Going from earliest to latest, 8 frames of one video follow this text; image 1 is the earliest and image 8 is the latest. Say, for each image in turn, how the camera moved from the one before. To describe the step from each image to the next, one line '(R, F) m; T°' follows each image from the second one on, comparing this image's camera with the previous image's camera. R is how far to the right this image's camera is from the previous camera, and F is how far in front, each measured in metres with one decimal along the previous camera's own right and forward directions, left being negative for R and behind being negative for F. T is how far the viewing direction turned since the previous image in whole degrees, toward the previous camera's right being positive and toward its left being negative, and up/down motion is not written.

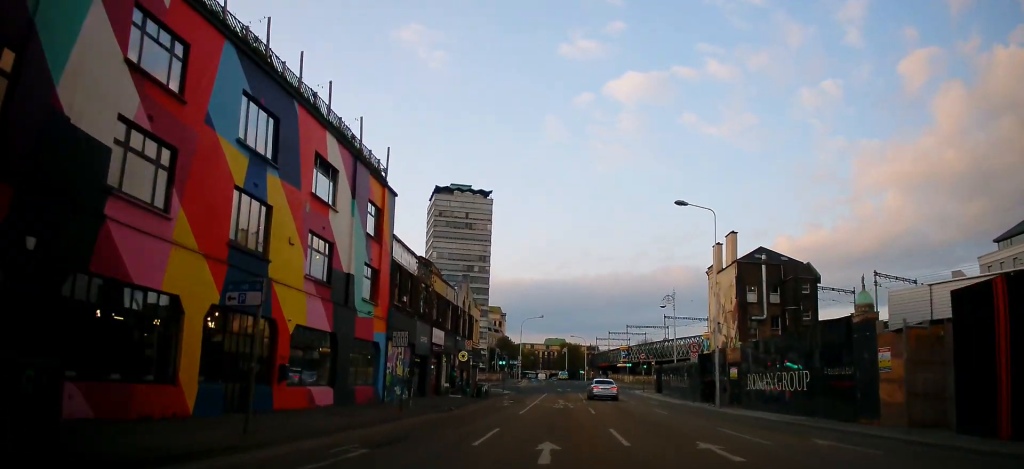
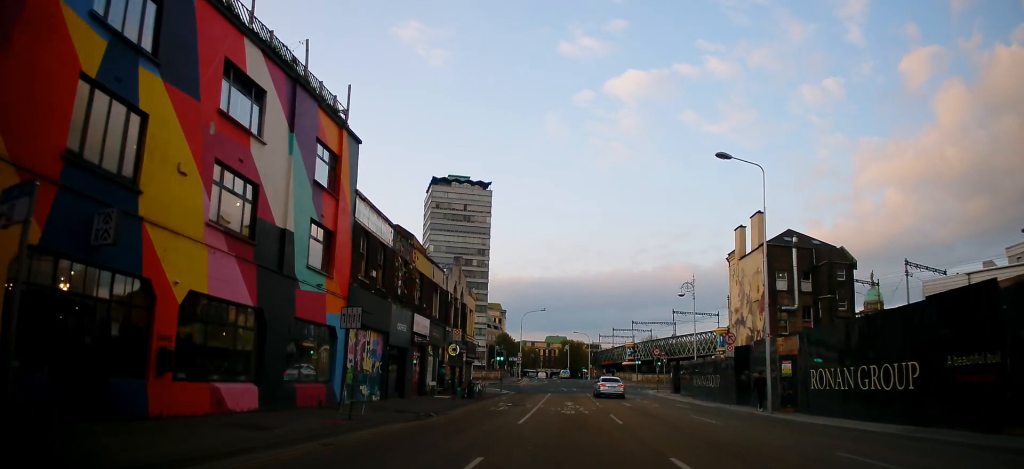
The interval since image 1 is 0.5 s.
(-0.2, +6.9) m; 0°
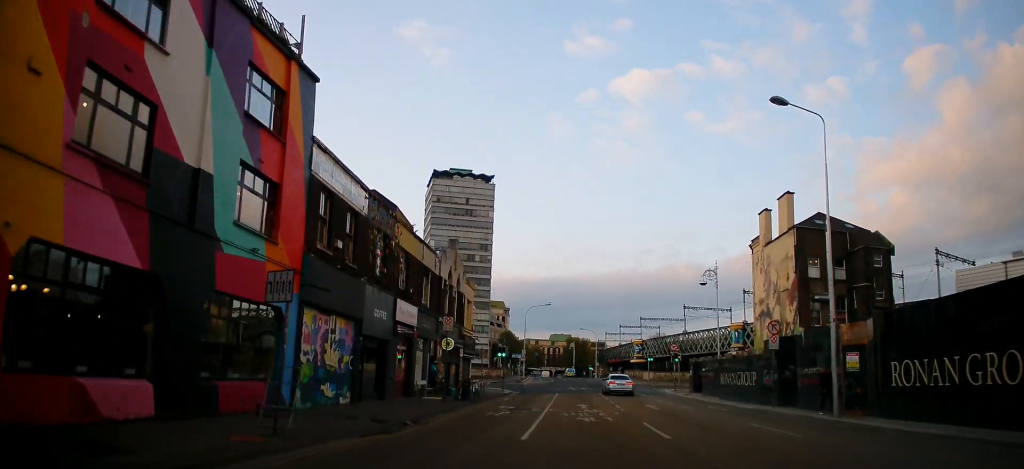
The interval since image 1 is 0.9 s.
(0.0, +5.2) m; 0°
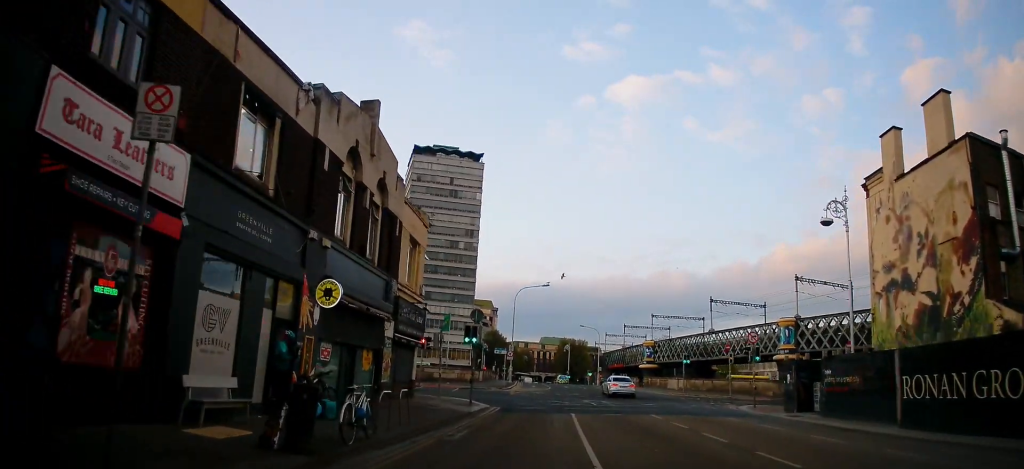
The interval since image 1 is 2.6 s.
(+0.4, +20.9) m; +1°
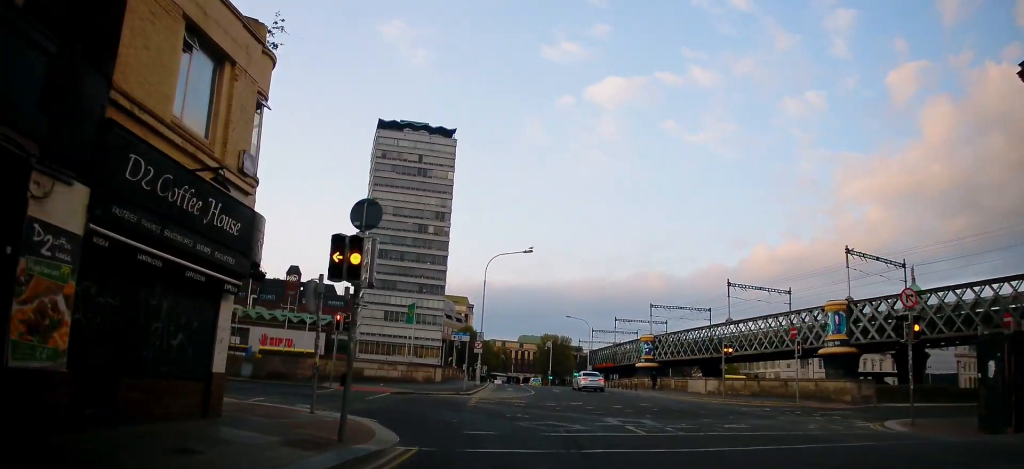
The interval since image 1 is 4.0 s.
(0.0, +17.2) m; 0°
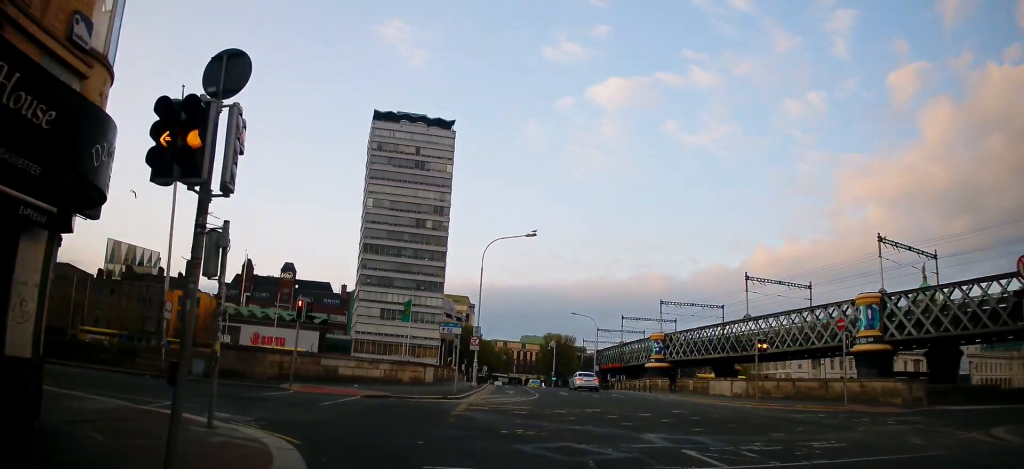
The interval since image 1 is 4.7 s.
(0.0, +6.7) m; +1°
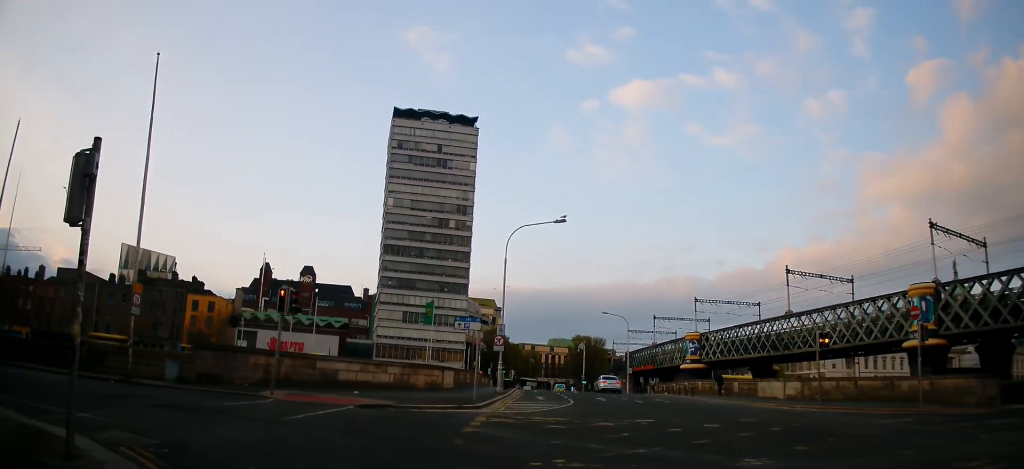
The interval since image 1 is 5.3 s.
(+0.1, +5.3) m; -2°
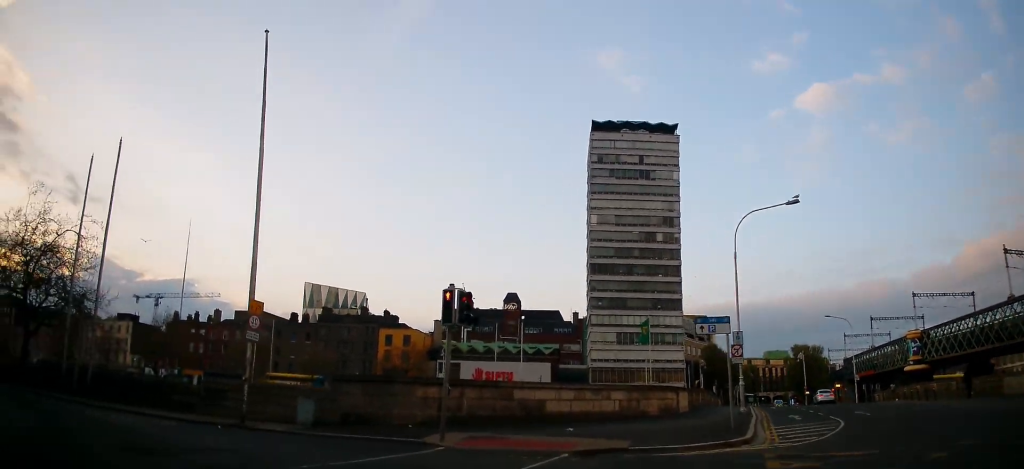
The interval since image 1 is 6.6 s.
(-0.5, +7.9) m; -13°
